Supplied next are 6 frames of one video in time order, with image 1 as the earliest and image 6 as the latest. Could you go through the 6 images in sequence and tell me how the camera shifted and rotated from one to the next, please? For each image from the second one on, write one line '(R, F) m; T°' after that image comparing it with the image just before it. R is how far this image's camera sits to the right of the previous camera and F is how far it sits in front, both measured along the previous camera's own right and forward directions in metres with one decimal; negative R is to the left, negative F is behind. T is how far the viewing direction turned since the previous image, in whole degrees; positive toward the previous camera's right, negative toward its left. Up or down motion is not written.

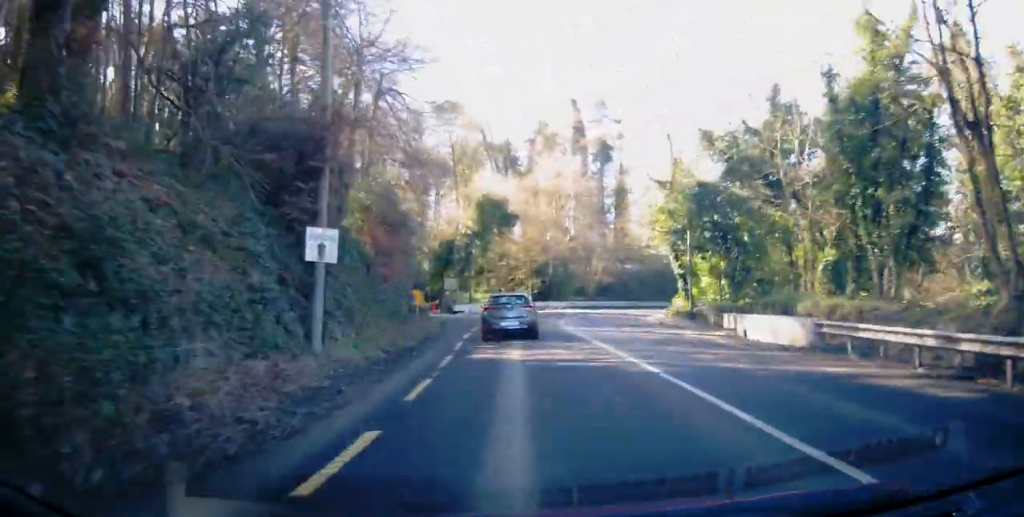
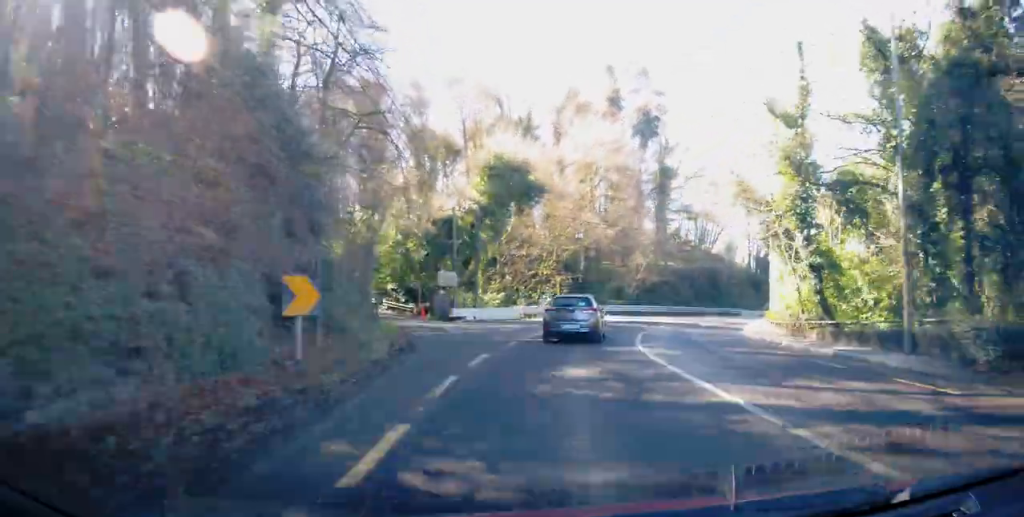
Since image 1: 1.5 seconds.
(-0.4, +15.3) m; -1°
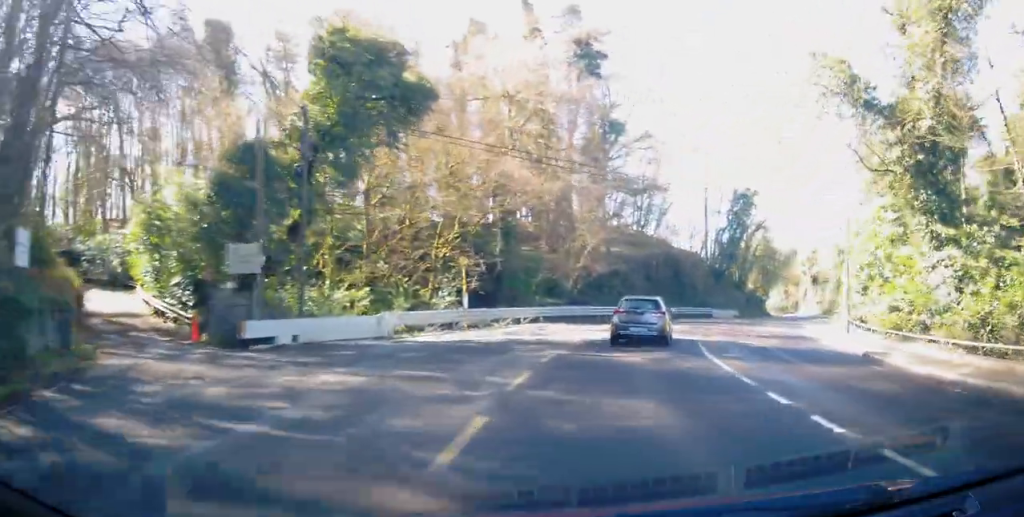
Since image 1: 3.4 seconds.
(+0.5, +19.9) m; +8°
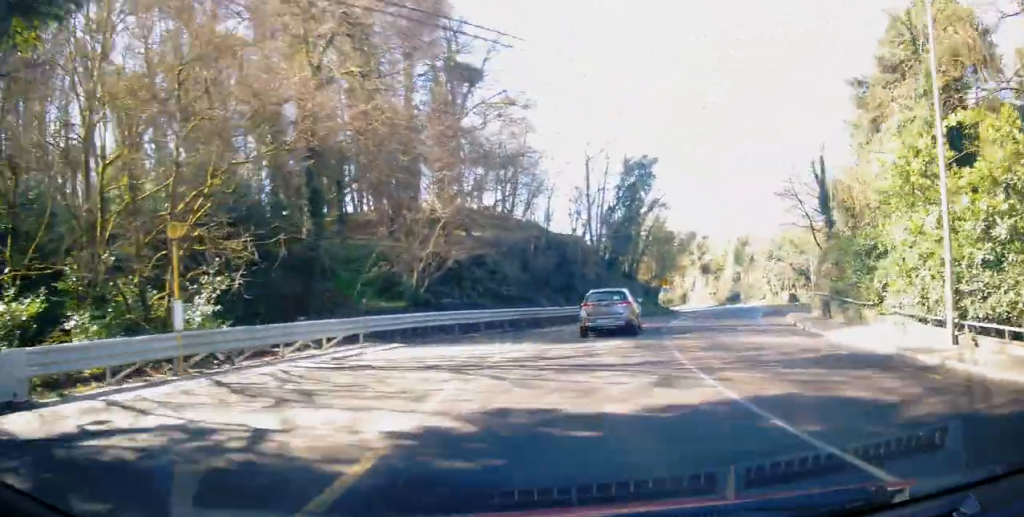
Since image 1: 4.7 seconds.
(+1.5, +13.2) m; +12°
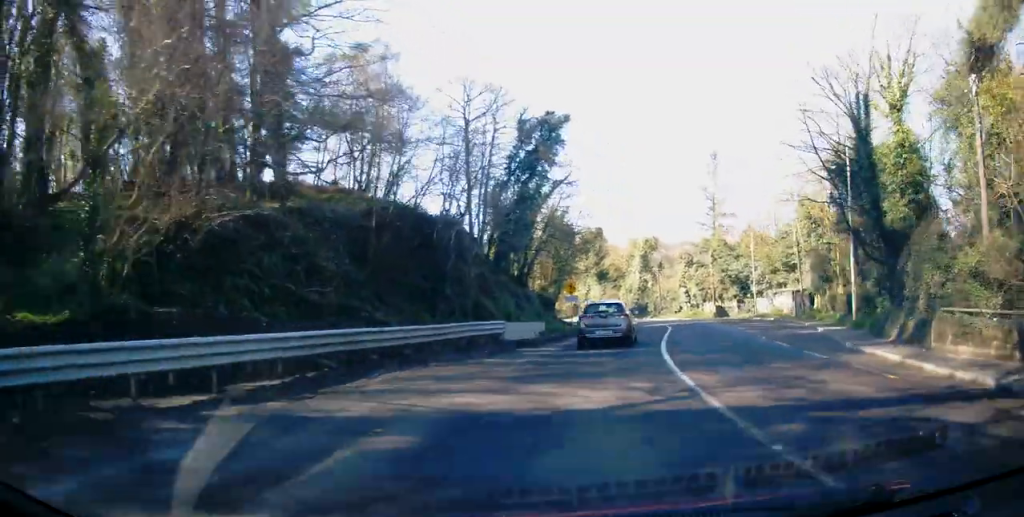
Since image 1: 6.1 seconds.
(+1.5, +14.8) m; +12°
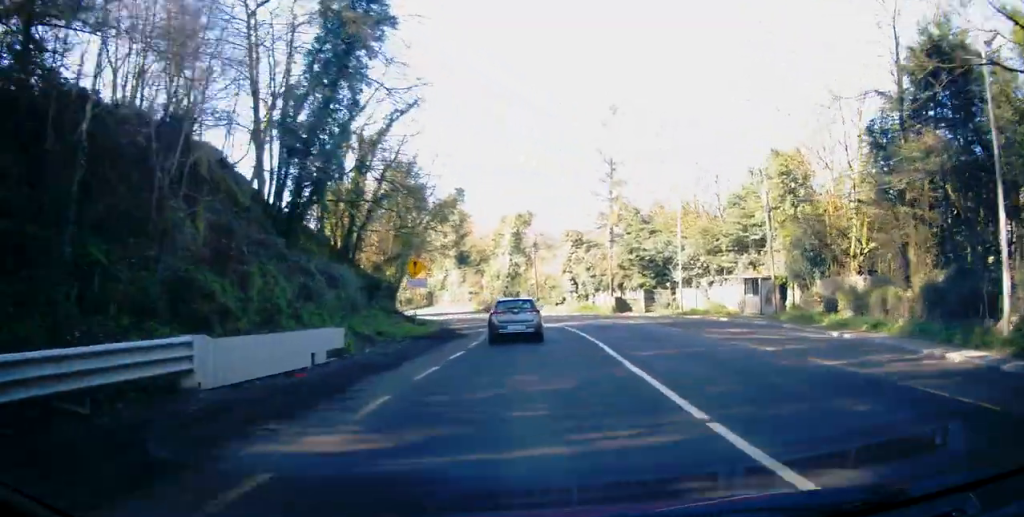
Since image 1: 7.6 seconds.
(+1.9, +16.3) m; +13°
